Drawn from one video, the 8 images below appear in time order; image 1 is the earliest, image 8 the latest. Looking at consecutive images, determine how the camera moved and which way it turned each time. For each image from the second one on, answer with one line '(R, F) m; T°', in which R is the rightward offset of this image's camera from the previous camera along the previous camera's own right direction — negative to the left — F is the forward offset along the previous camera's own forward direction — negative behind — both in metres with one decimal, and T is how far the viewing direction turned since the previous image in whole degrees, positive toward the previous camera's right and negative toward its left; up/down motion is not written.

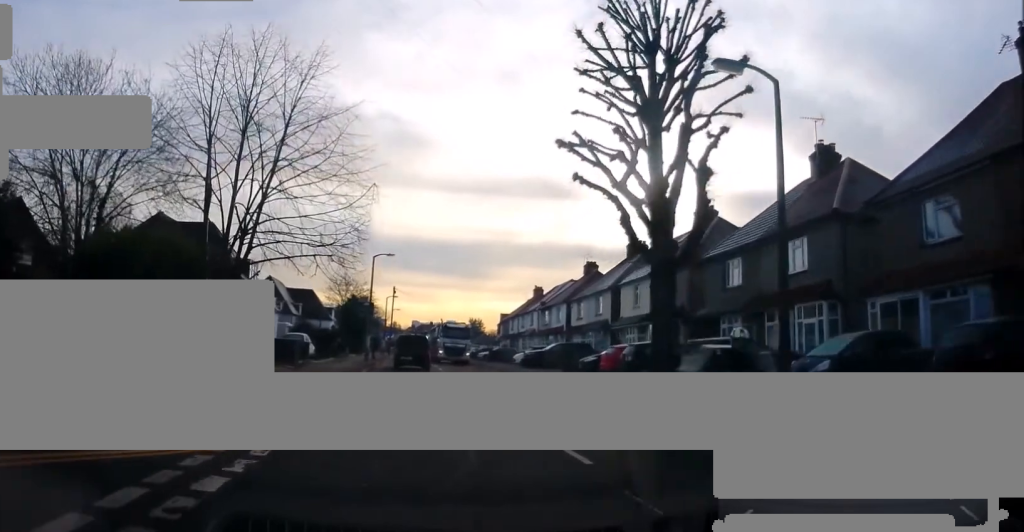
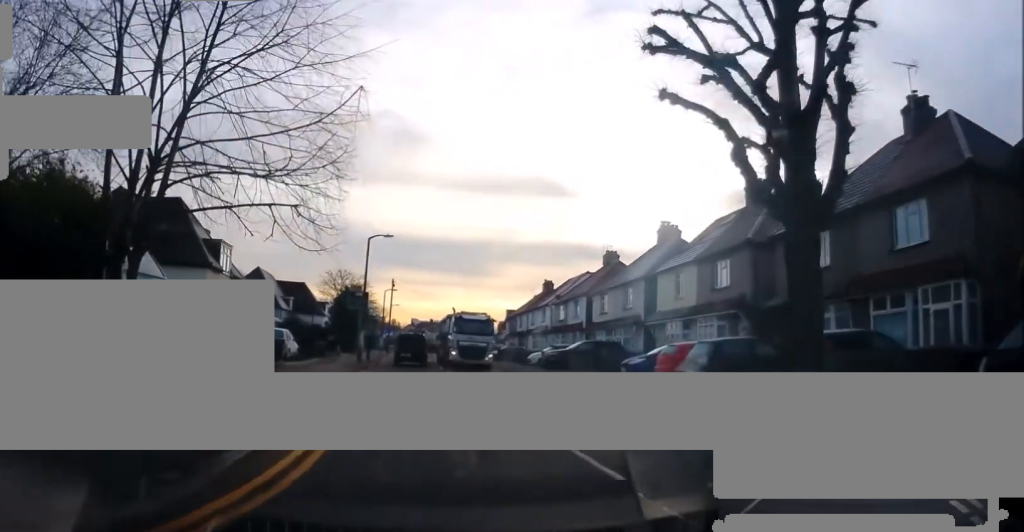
(0.0, +6.5) m; 0°
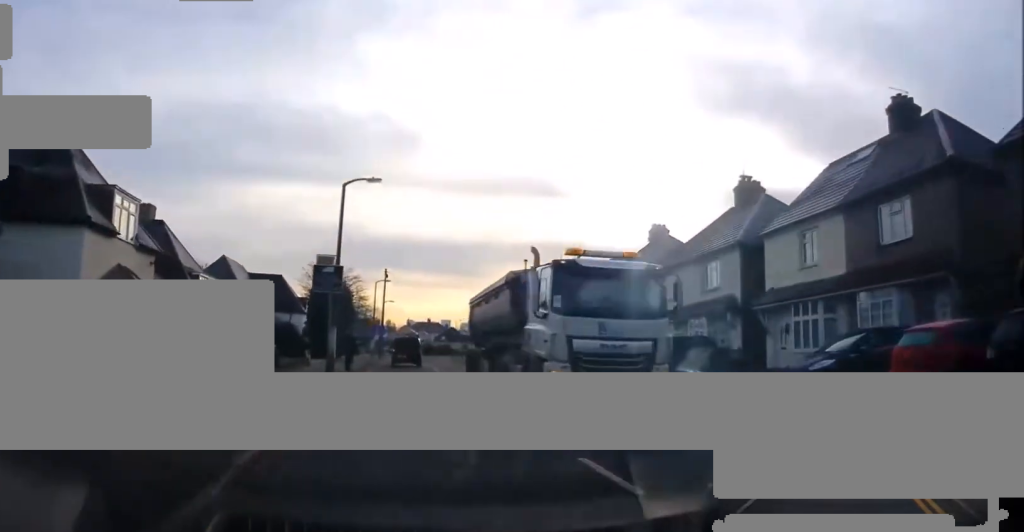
(-0.2, +12.9) m; -2°
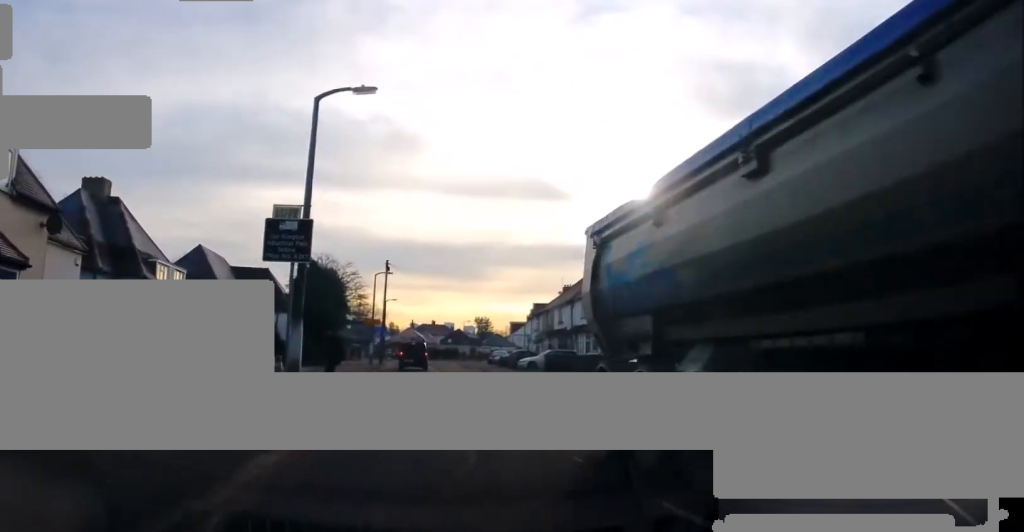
(-0.3, +8.7) m; 0°
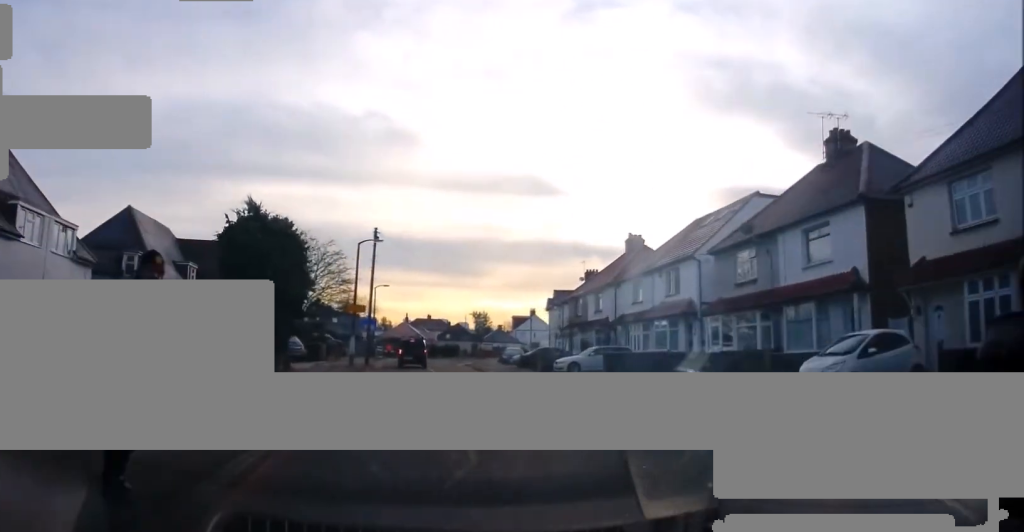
(+0.5, +13.4) m; +2°
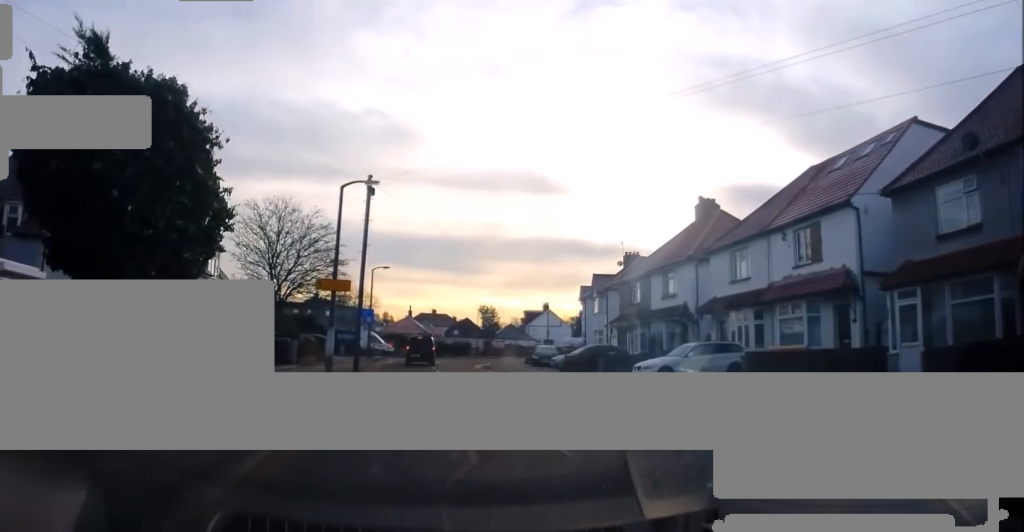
(-0.3, +12.3) m; +1°
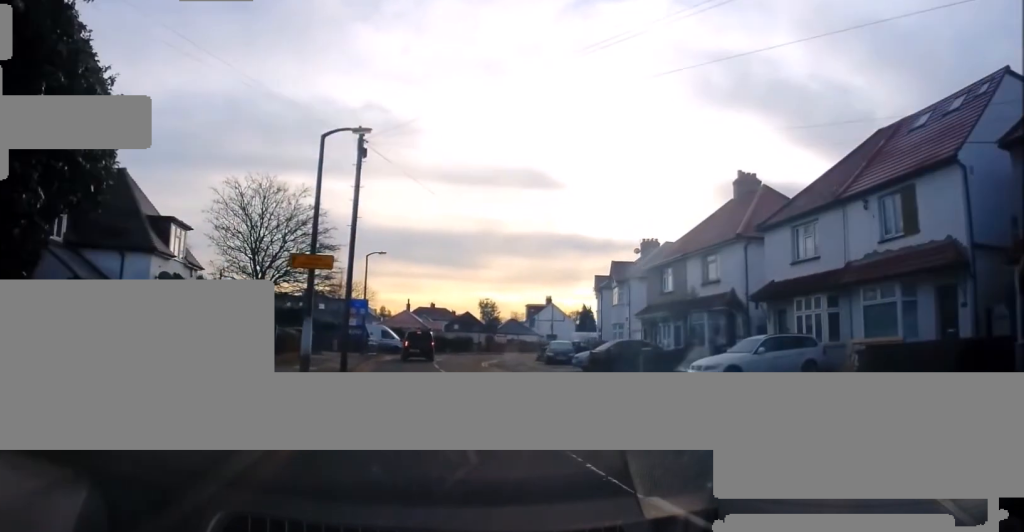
(+0.2, +5.0) m; +1°
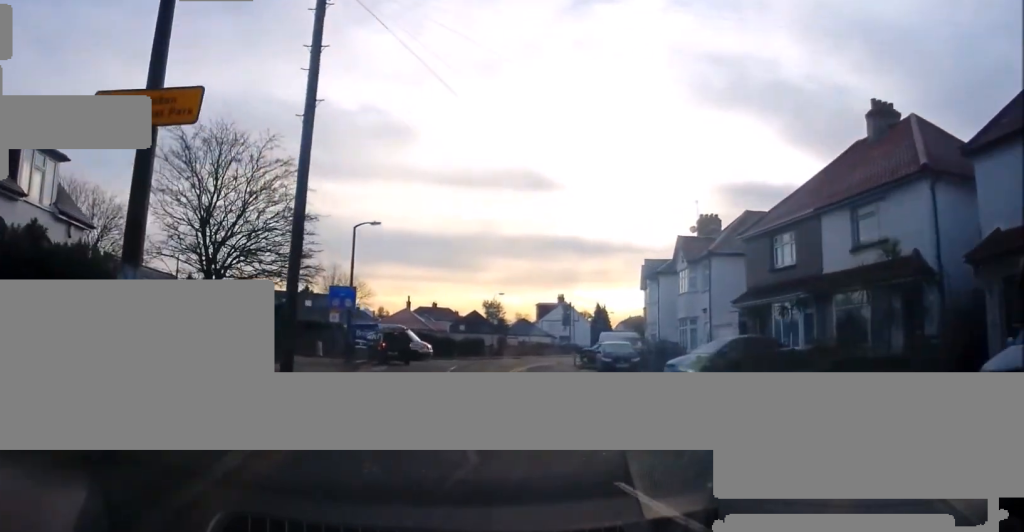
(0.0, +11.4) m; -3°
